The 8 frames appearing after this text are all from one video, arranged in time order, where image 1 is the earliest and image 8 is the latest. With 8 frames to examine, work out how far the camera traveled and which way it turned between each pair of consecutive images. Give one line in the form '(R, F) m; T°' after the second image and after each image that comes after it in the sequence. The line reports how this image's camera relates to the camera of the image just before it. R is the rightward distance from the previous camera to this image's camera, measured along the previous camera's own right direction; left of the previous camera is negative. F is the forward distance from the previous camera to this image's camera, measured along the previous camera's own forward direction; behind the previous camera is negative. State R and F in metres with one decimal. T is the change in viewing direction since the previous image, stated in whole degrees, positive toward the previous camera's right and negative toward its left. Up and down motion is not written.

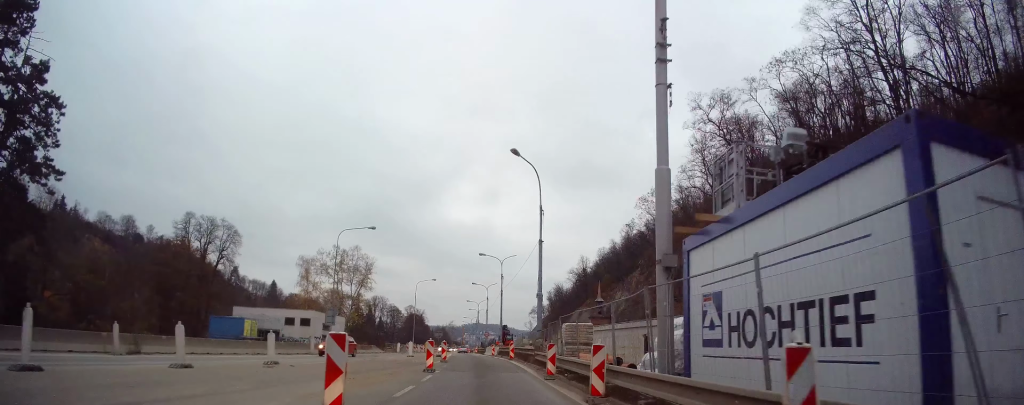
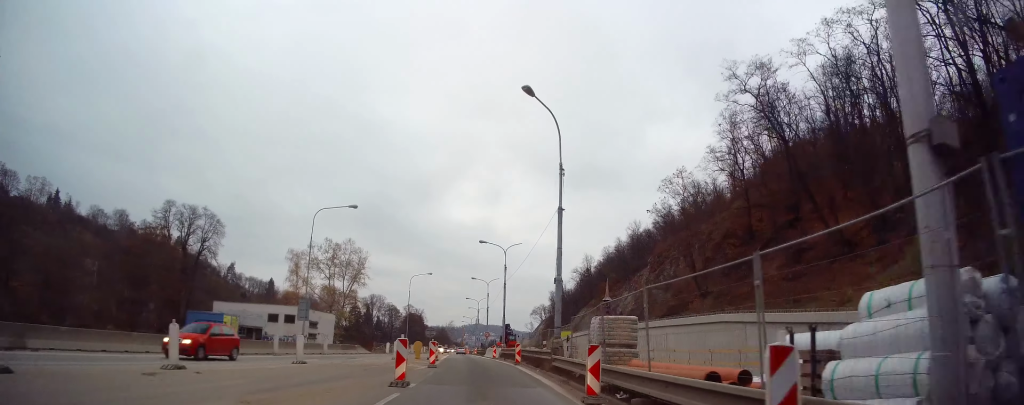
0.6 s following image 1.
(0.0, +6.8) m; 0°
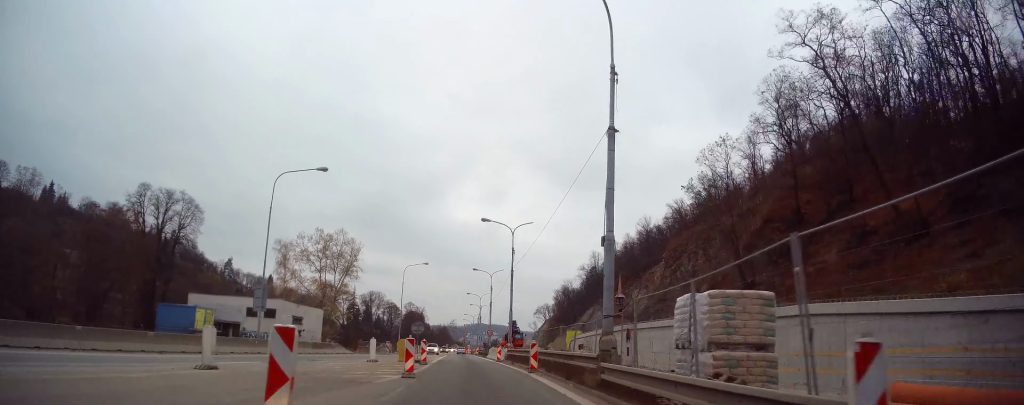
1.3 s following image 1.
(+0.1, +8.0) m; -1°
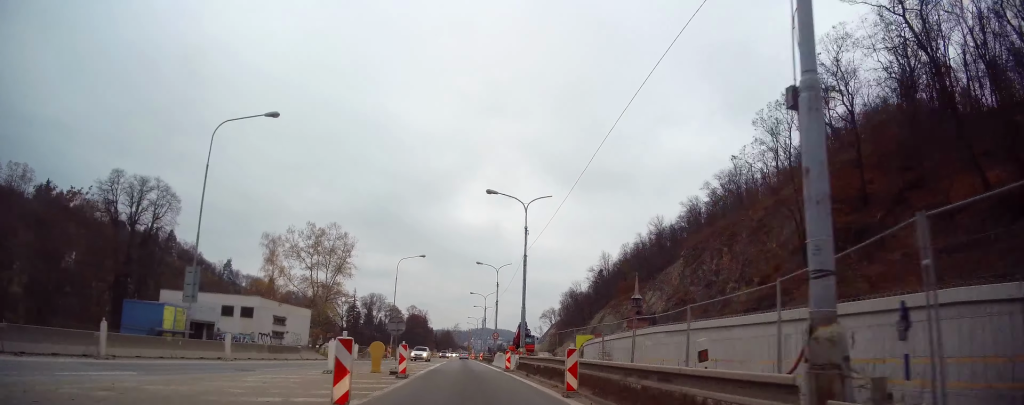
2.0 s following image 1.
(-0.2, +8.0) m; -1°
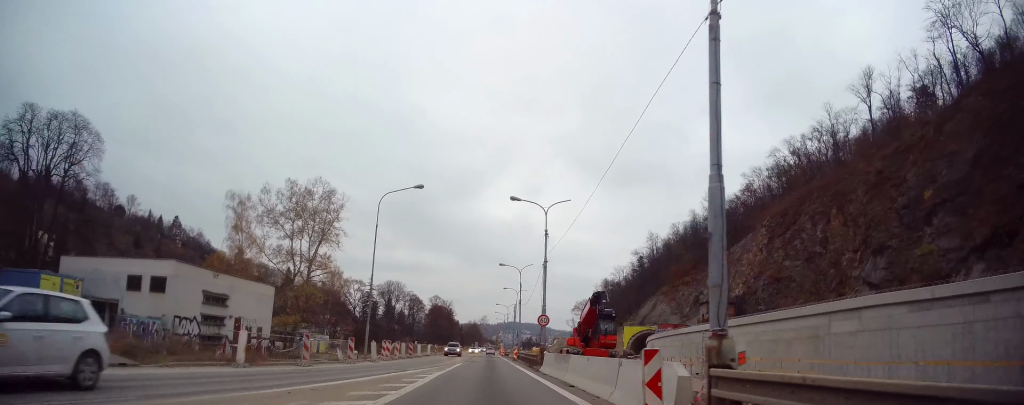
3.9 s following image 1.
(-0.2, +22.5) m; 0°
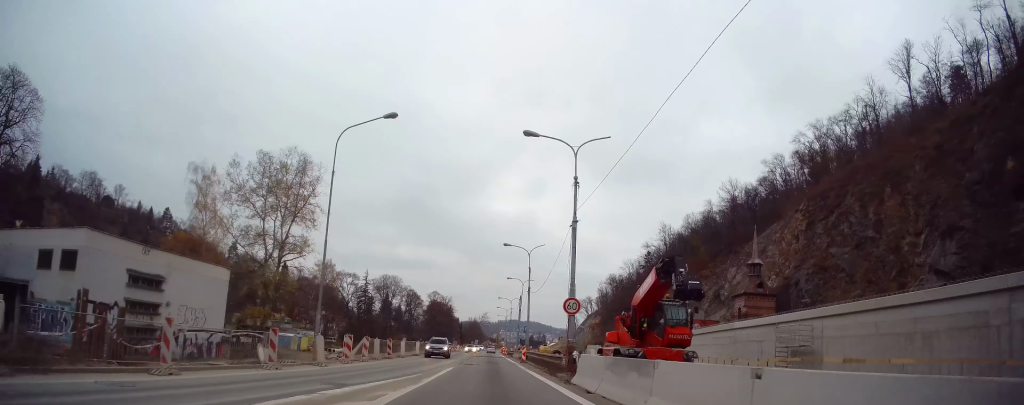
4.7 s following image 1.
(+0.1, +10.3) m; +1°
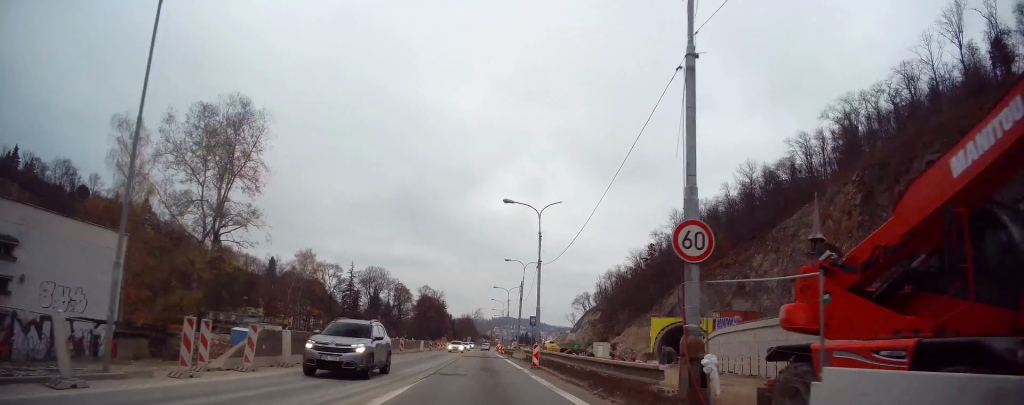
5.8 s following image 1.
(+0.1, +13.3) m; -1°
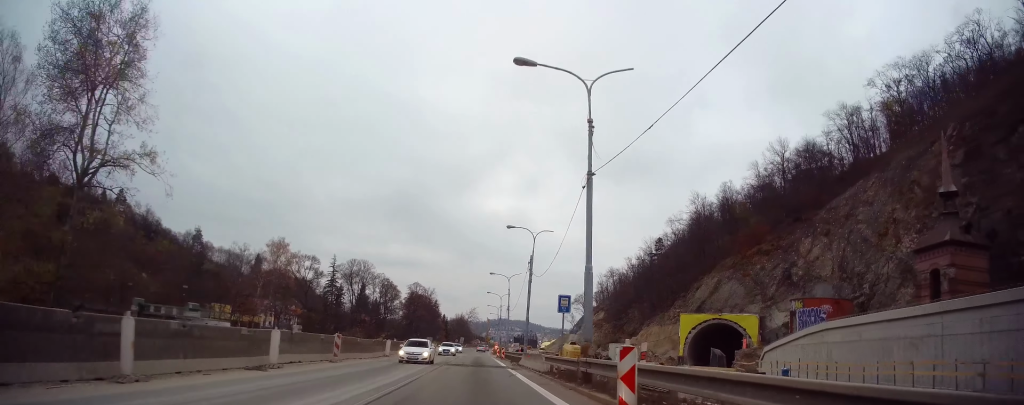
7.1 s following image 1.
(-0.3, +18.0) m; -1°
